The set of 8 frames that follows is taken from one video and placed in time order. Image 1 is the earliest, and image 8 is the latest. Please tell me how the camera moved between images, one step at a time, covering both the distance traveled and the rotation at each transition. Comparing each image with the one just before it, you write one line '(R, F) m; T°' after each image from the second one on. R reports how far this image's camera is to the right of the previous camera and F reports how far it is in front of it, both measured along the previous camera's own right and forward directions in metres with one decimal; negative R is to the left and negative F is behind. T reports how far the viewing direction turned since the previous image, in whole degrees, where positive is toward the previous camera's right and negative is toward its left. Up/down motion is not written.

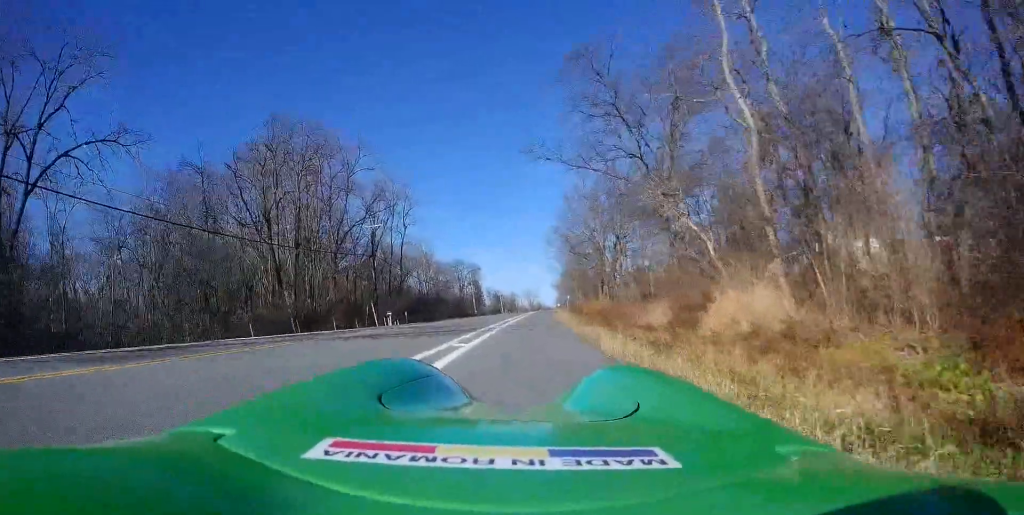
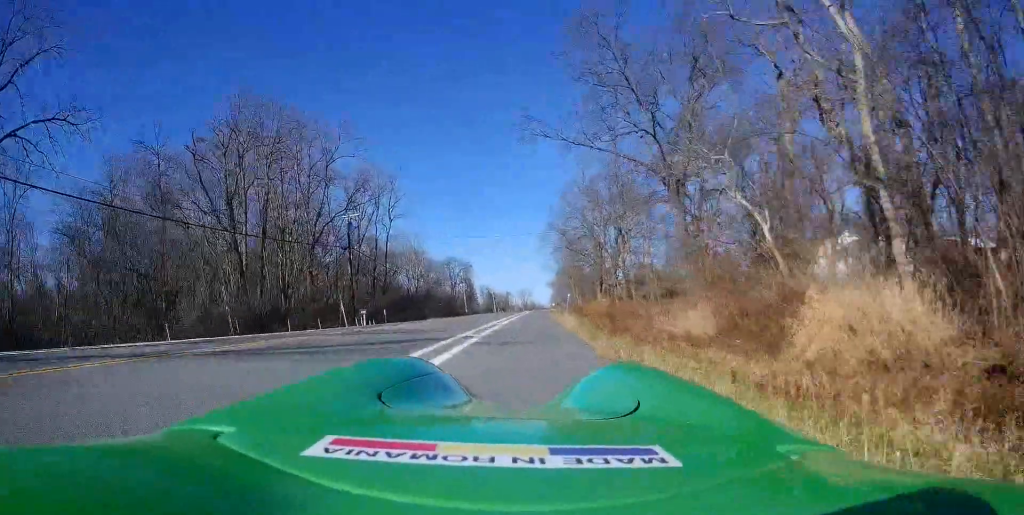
(+0.1, +5.5) m; 0°
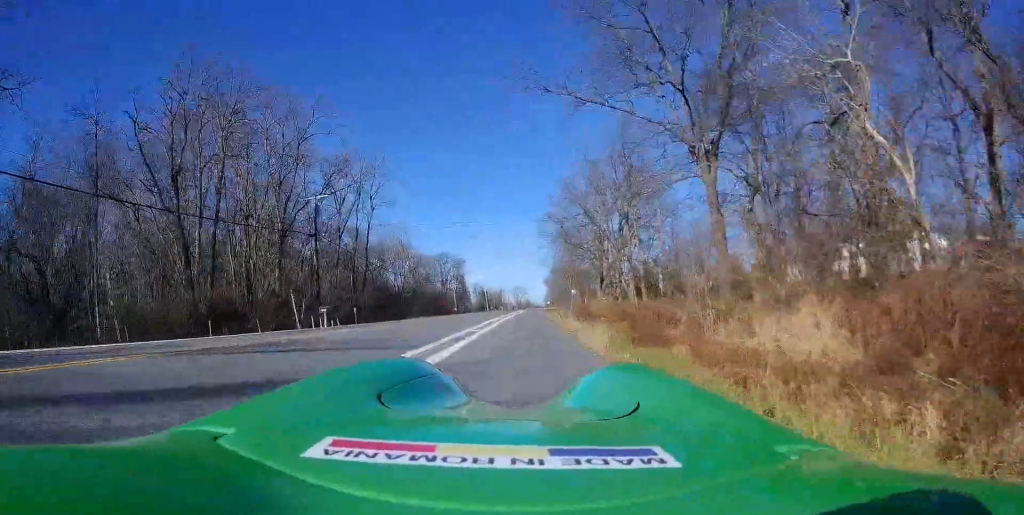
(+0.3, +7.1) m; -1°
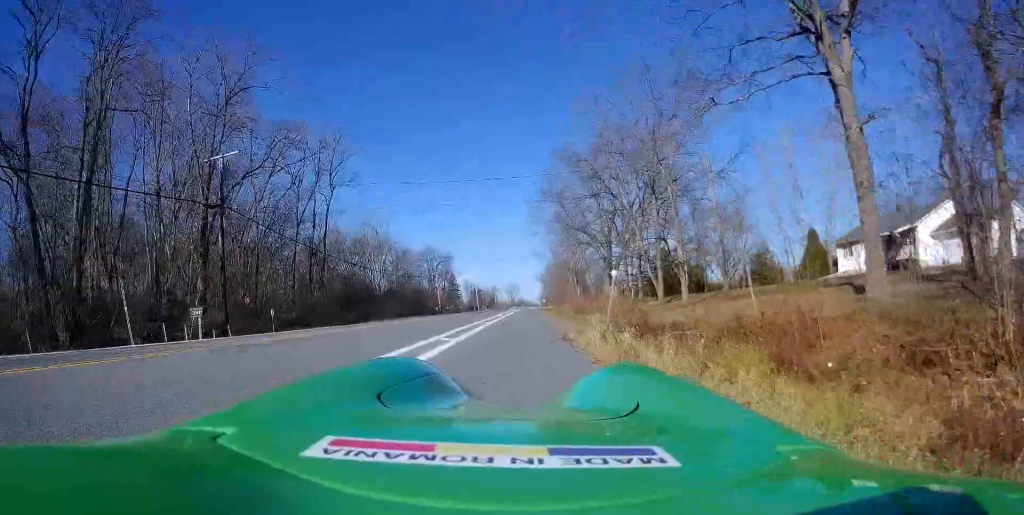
(-0.6, +13.5) m; -1°
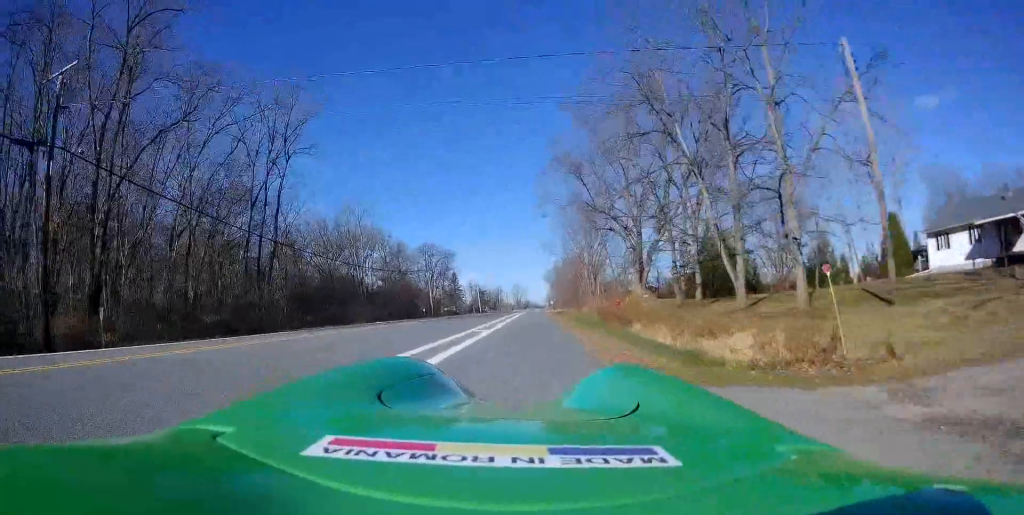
(+0.4, +13.7) m; +4°
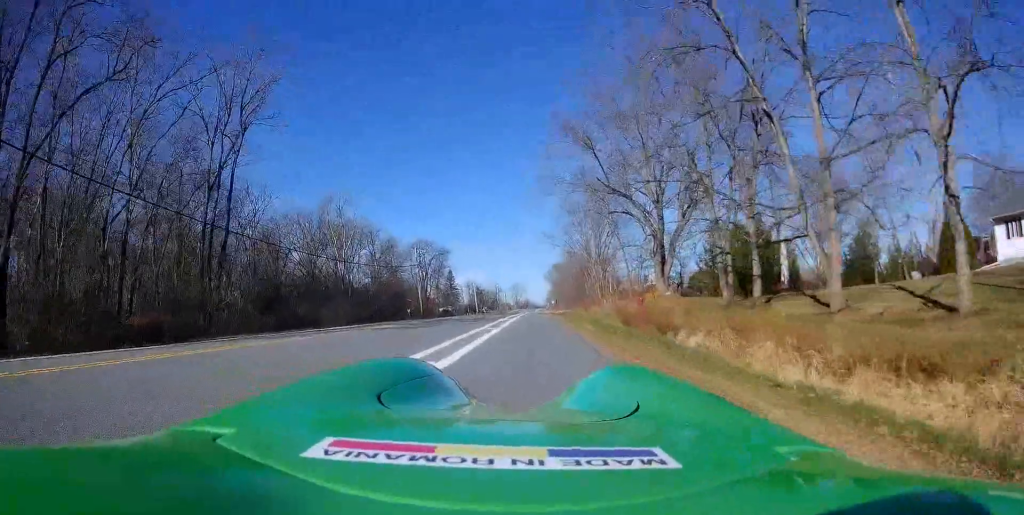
(+0.3, +8.4) m; -1°
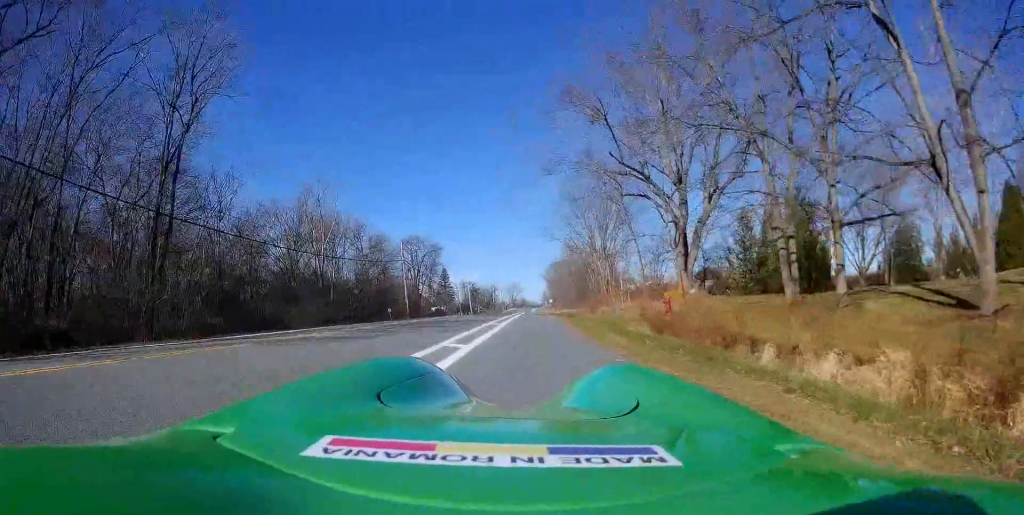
(-0.2, +7.1) m; -2°
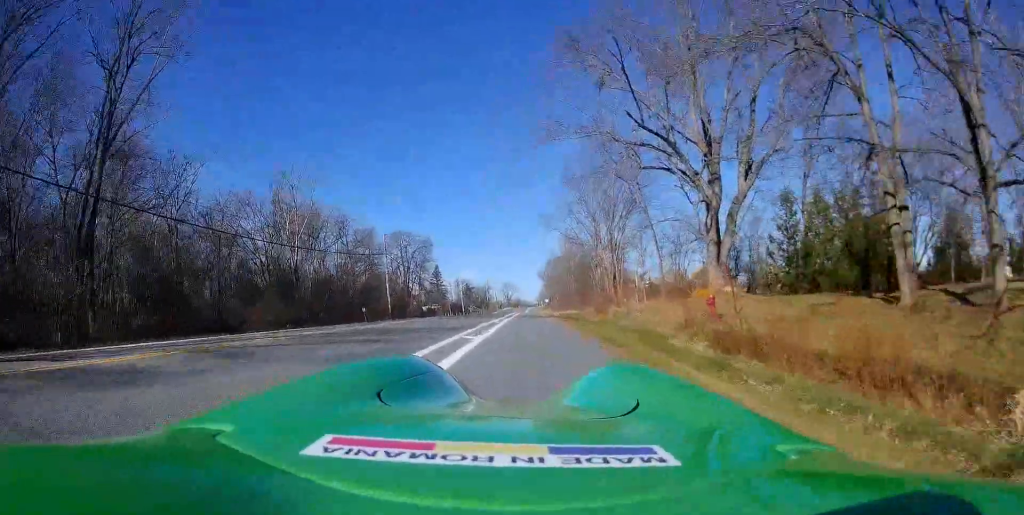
(-0.3, +6.6) m; -1°
